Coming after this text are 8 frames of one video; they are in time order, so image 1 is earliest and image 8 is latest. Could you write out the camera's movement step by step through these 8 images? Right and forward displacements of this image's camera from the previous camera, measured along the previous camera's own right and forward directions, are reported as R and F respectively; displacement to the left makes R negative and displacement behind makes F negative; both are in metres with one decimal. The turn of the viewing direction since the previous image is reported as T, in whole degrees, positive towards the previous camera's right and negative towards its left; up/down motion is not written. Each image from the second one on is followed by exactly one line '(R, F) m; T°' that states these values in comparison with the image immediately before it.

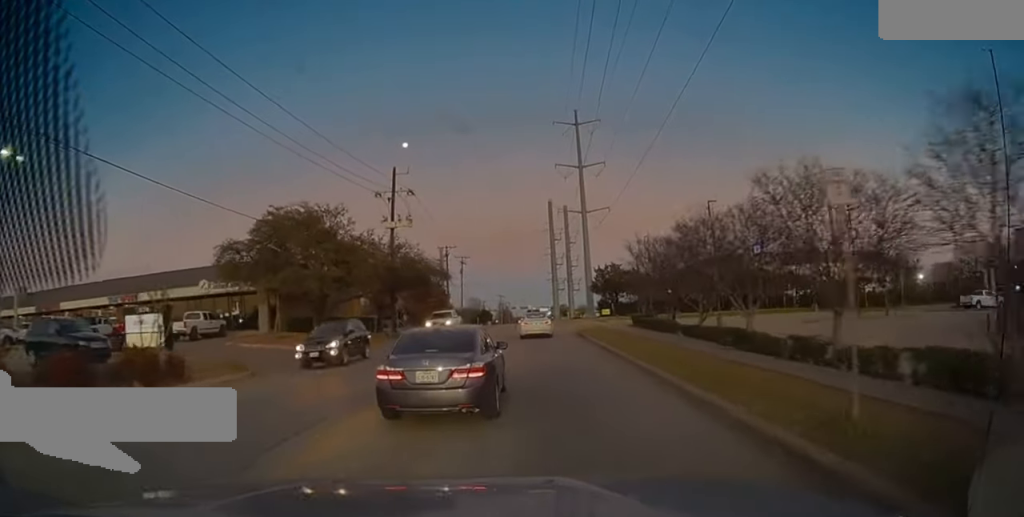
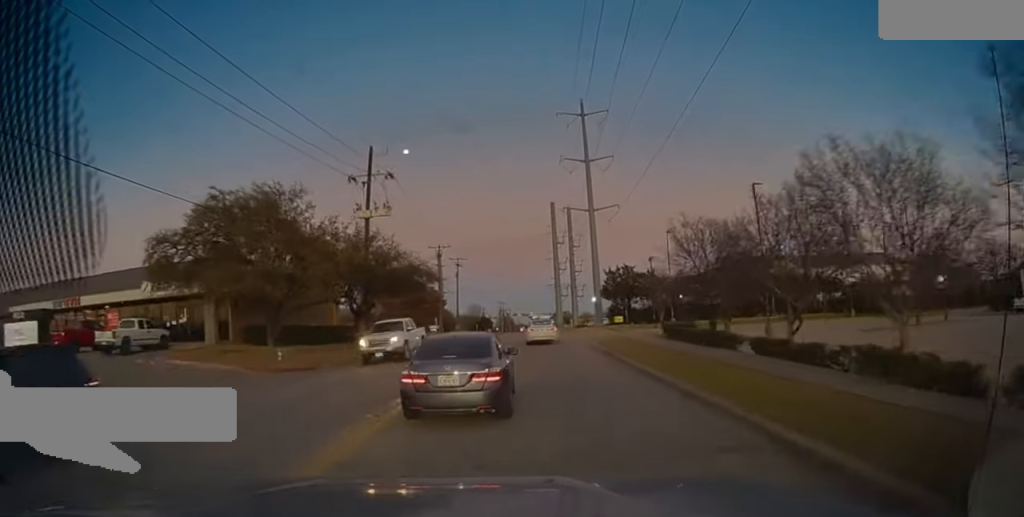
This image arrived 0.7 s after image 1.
(0.0, +8.0) m; 0°
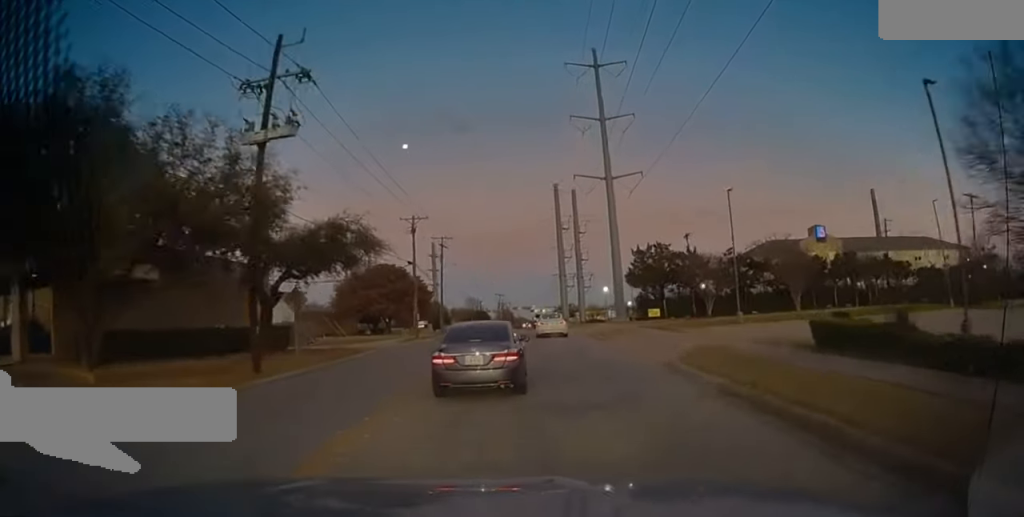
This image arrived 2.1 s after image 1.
(0.0, +15.7) m; -1°
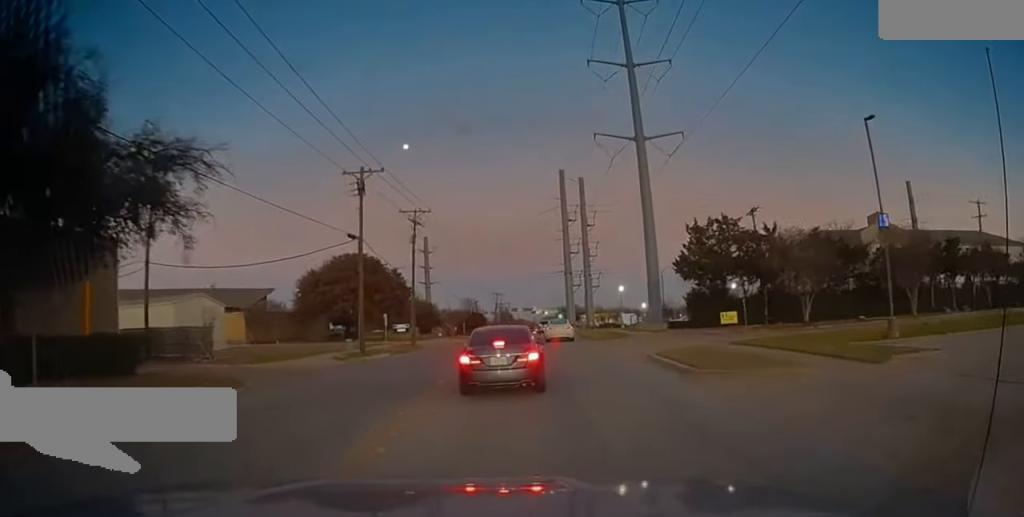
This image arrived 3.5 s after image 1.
(-0.4, +15.9) m; -1°
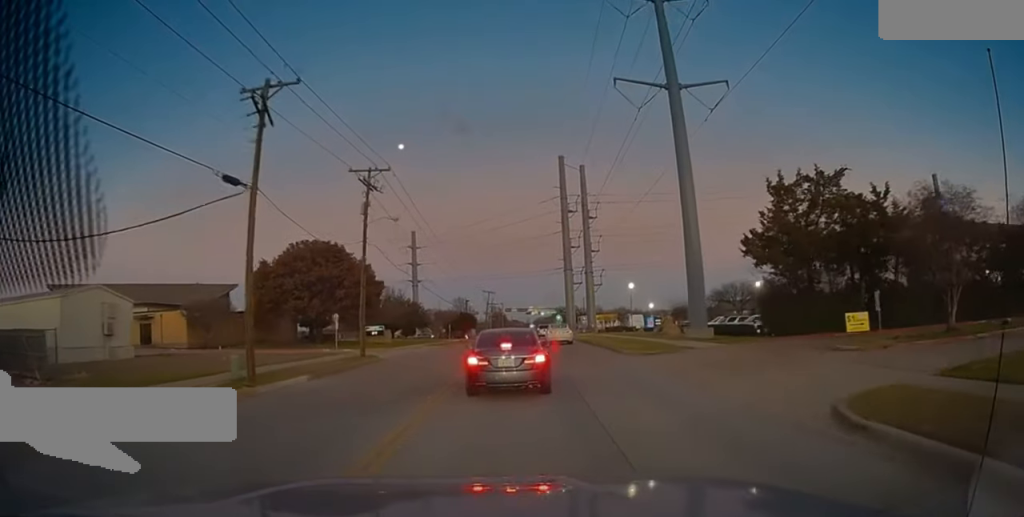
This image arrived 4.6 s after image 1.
(+0.2, +12.3) m; +2°
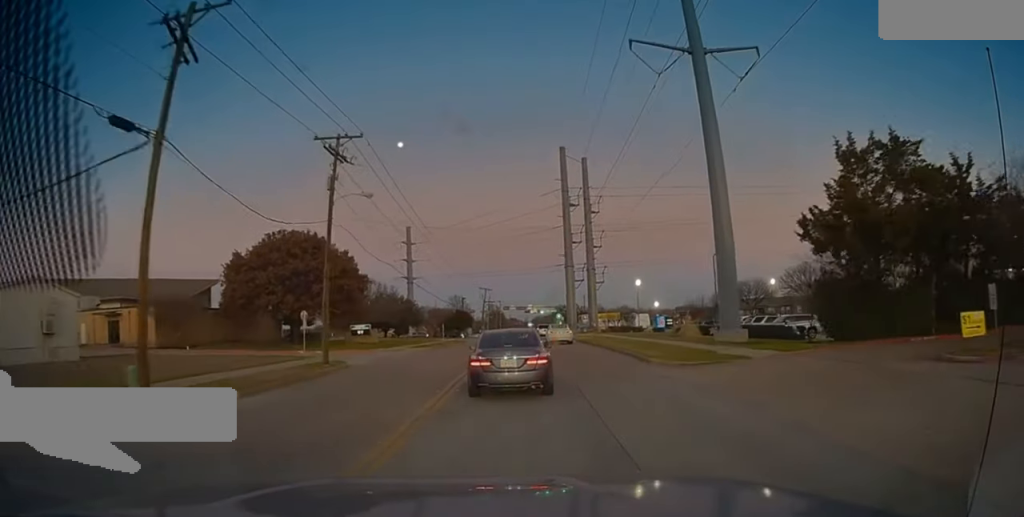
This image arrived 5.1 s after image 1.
(+0.1, +5.6) m; +1°
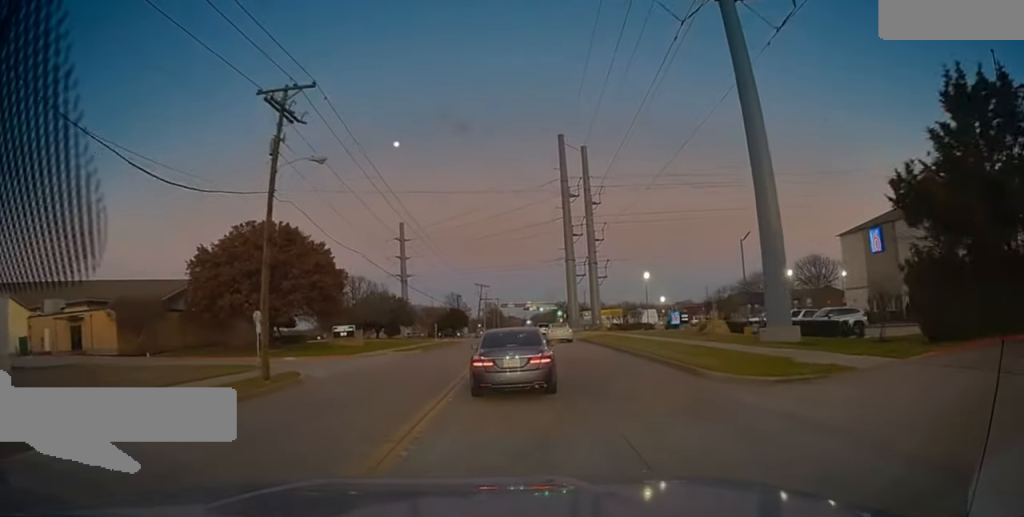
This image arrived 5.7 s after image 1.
(0.0, +6.0) m; 0°
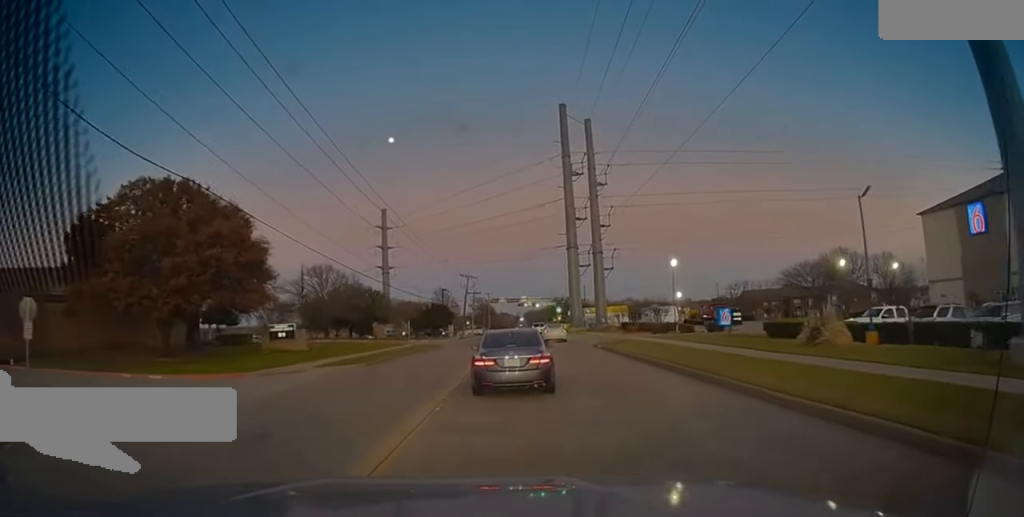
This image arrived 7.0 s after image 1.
(0.0, +14.7) m; 0°
